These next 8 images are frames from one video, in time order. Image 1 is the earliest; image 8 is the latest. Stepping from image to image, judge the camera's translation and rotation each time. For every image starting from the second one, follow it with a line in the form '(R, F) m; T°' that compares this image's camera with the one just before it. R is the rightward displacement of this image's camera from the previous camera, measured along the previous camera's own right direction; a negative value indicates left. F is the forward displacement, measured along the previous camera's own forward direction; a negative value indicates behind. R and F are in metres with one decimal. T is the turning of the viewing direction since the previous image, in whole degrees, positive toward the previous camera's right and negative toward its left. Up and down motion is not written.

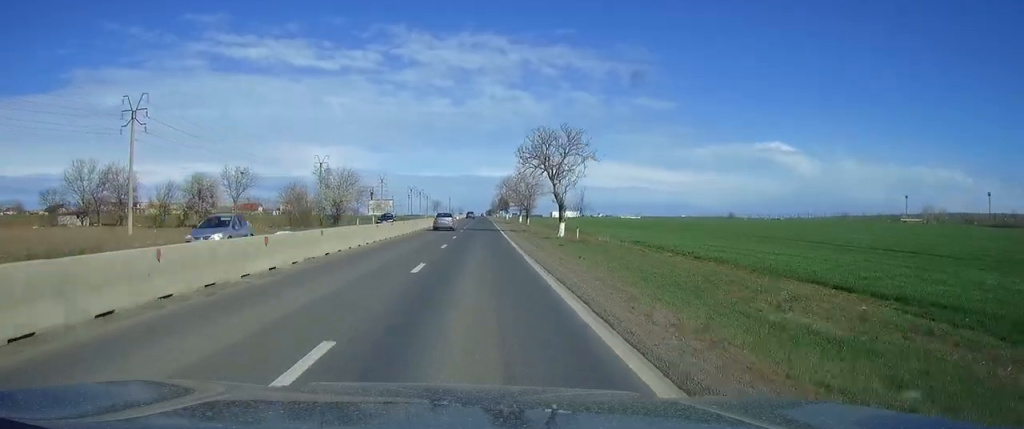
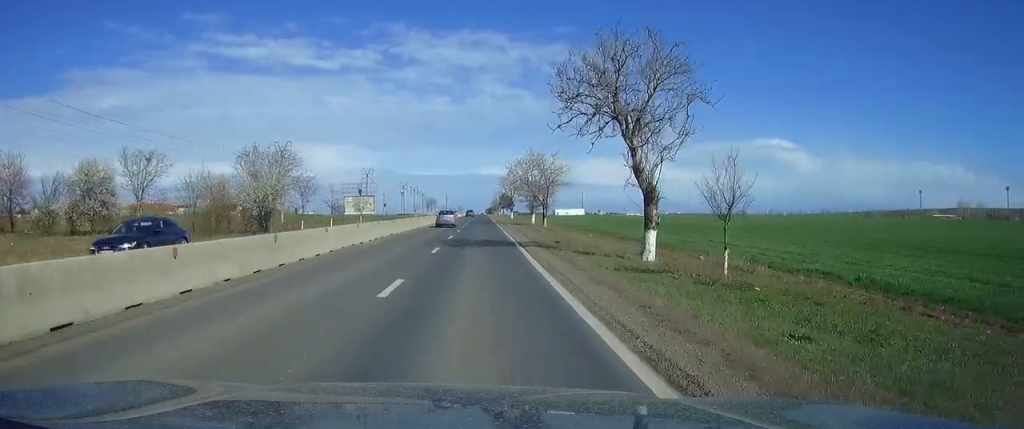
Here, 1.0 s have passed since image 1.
(-0.1, +29.2) m; 0°
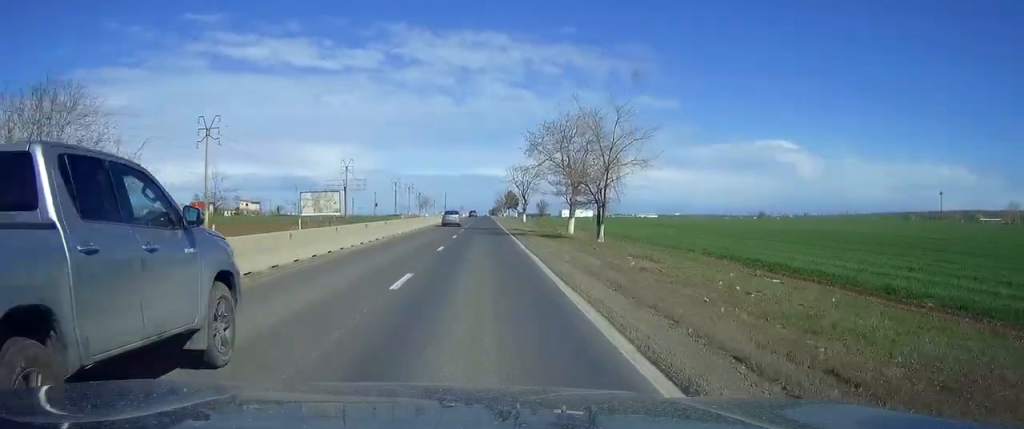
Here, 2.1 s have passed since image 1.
(+0.1, +35.1) m; 0°
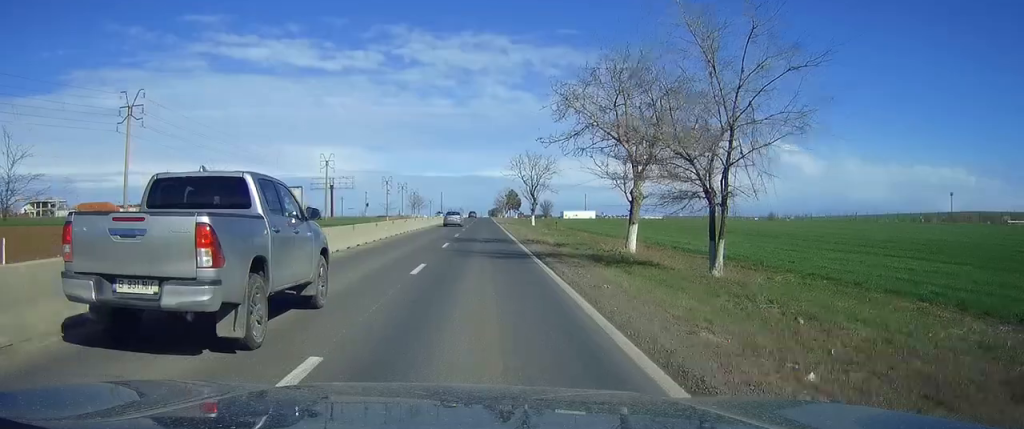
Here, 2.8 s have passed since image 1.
(0.0, +21.0) m; 0°
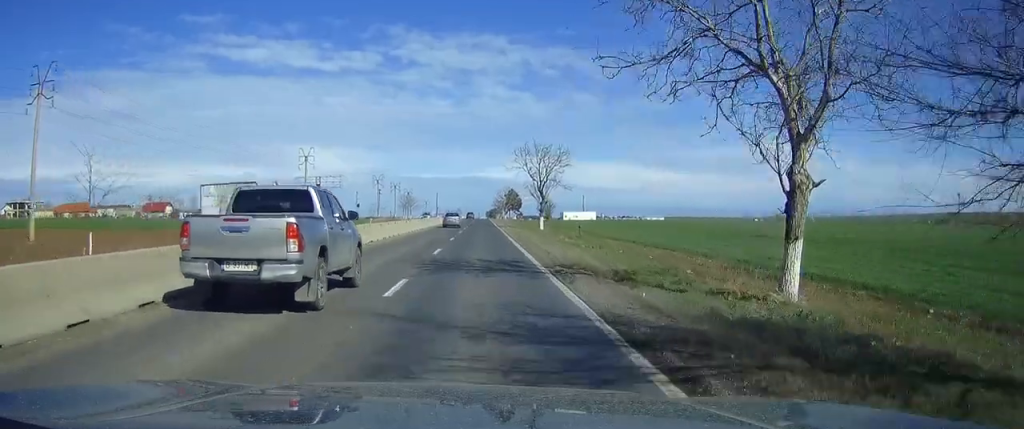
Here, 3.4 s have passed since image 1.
(0.0, +16.1) m; 0°
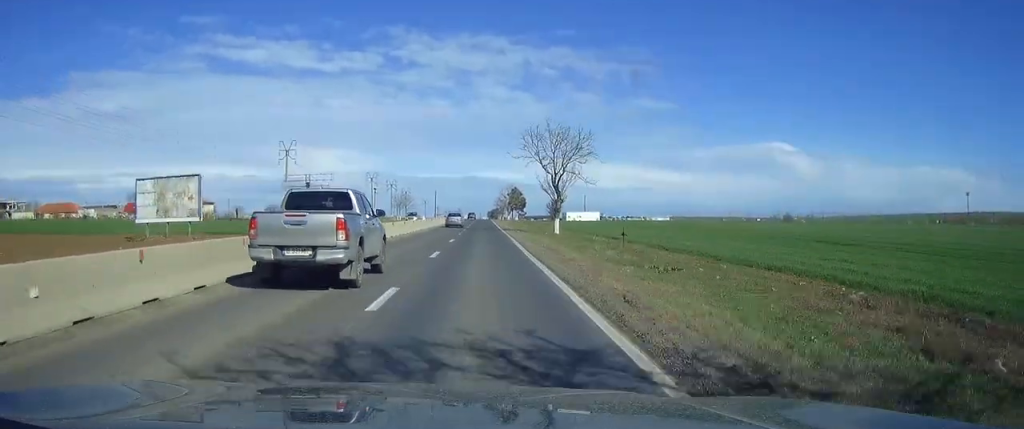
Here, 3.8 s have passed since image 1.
(0.0, +14.0) m; 0°
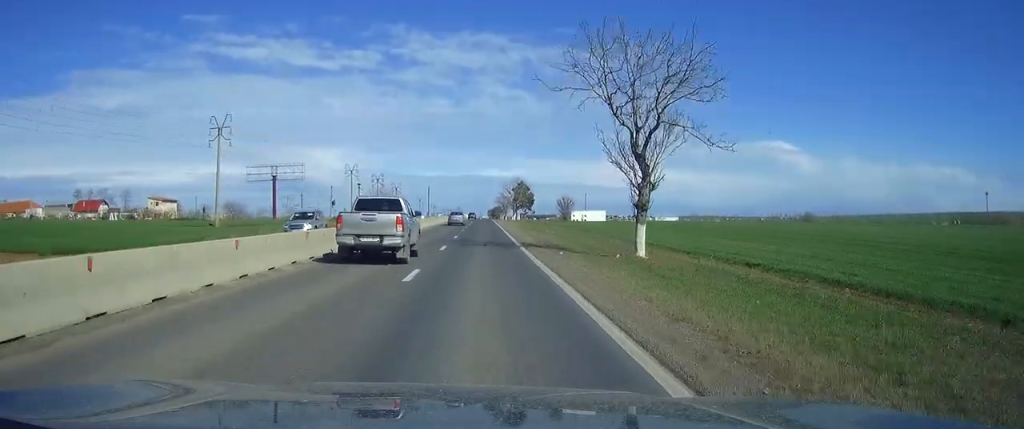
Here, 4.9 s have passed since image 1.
(0.0, +31.9) m; 0°
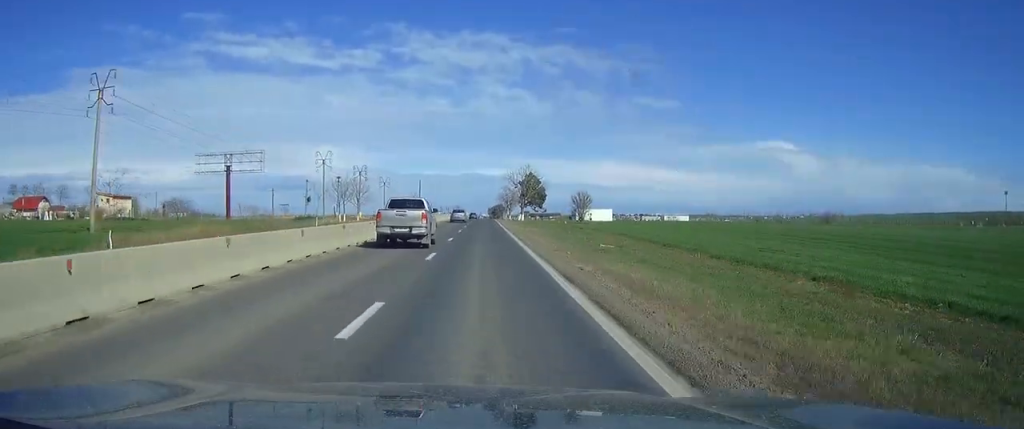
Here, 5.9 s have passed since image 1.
(0.0, +30.6) m; 0°
